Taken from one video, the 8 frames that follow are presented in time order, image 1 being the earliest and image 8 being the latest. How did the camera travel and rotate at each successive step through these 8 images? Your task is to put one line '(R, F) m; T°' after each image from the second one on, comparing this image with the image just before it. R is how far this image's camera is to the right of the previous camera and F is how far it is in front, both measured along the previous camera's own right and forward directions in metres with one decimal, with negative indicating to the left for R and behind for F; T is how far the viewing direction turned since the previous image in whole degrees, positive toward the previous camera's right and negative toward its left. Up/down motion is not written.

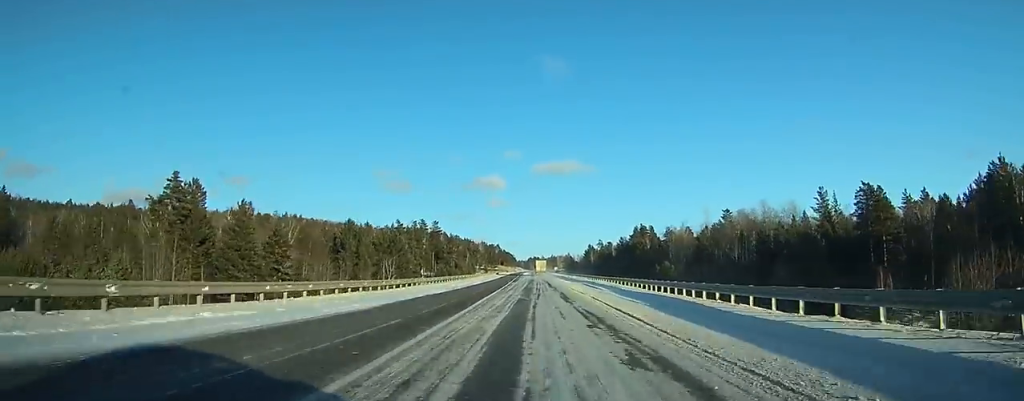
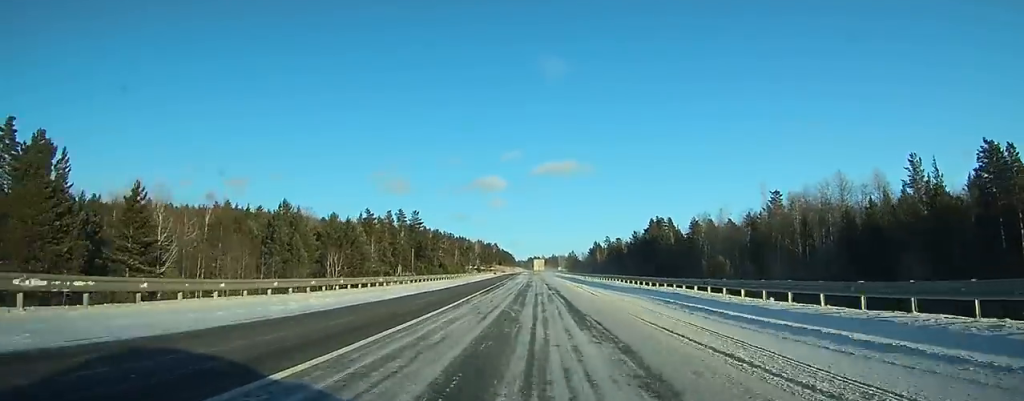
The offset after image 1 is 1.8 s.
(+0.1, +37.0) m; 0°
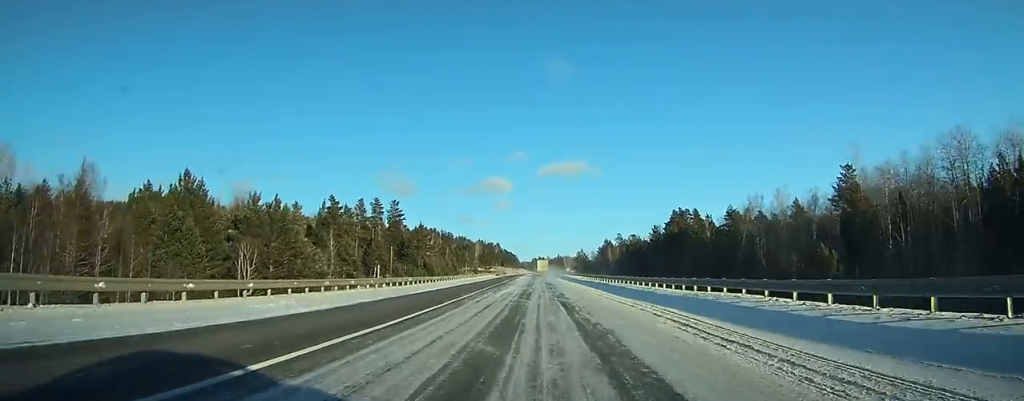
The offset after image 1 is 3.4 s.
(-0.1, +32.8) m; 0°
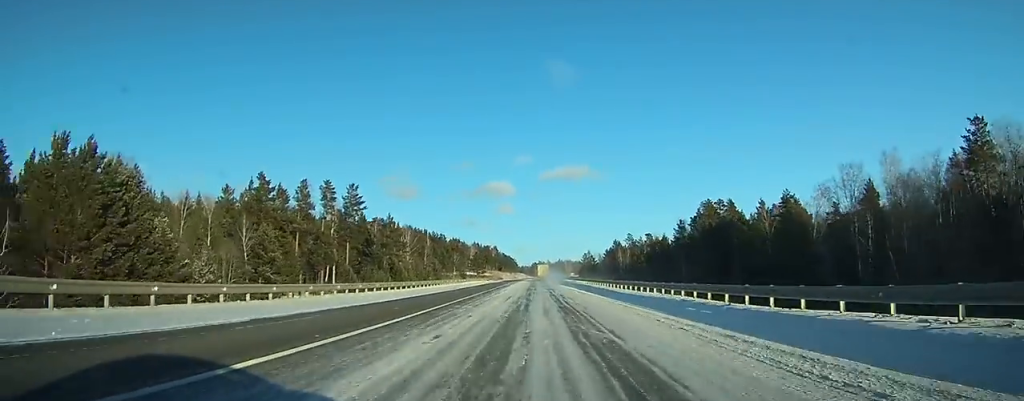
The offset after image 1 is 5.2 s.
(-0.2, +36.6) m; 0°
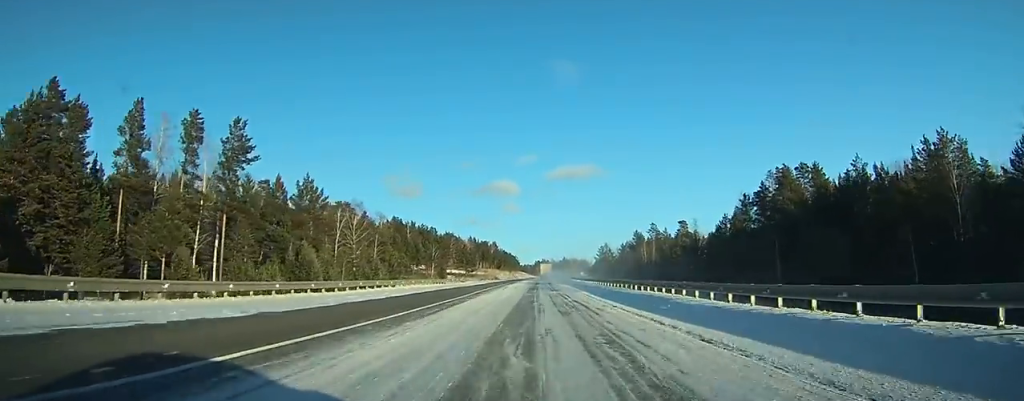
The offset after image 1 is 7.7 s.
(-0.1, +50.9) m; 0°
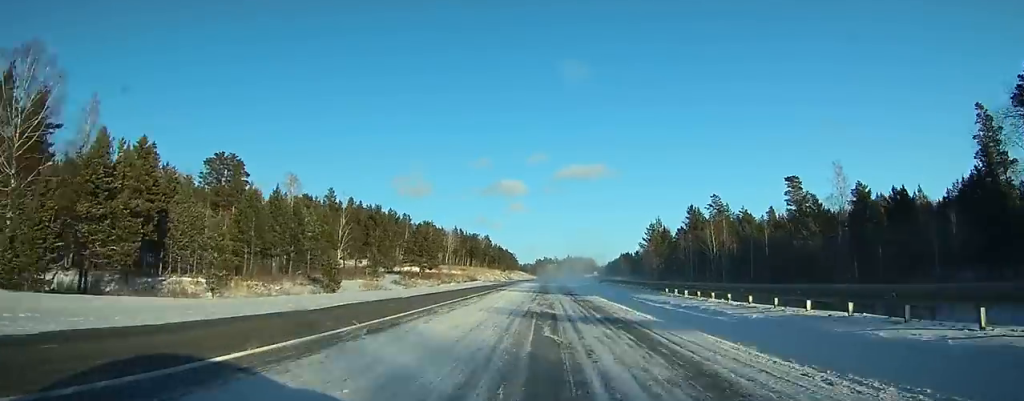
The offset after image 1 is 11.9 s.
(-0.6, +81.6) m; 0°
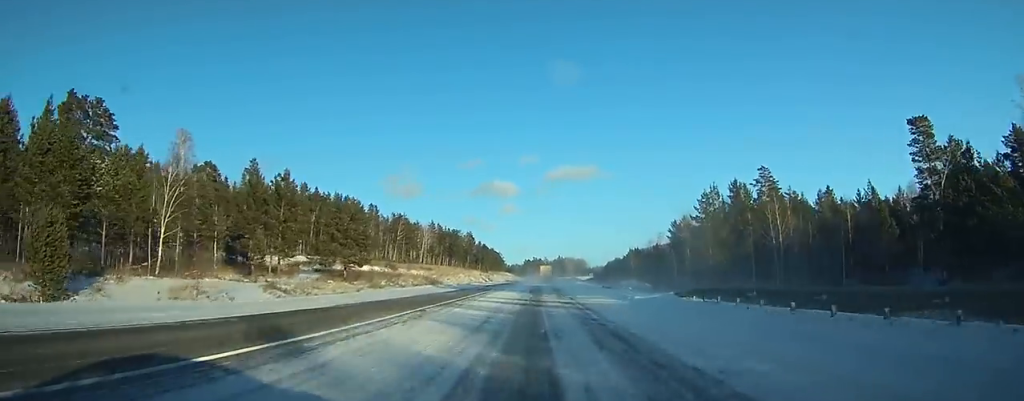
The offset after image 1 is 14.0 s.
(+0.4, +41.8) m; +1°
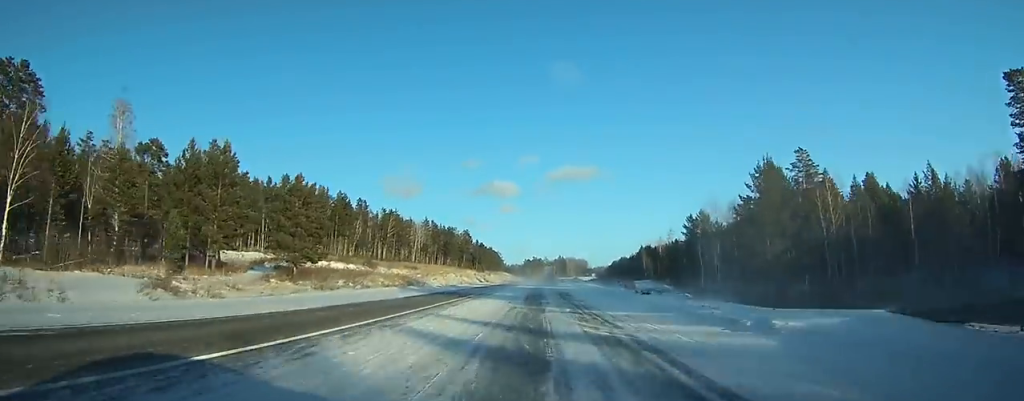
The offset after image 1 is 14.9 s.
(+0.1, +17.0) m; 0°
